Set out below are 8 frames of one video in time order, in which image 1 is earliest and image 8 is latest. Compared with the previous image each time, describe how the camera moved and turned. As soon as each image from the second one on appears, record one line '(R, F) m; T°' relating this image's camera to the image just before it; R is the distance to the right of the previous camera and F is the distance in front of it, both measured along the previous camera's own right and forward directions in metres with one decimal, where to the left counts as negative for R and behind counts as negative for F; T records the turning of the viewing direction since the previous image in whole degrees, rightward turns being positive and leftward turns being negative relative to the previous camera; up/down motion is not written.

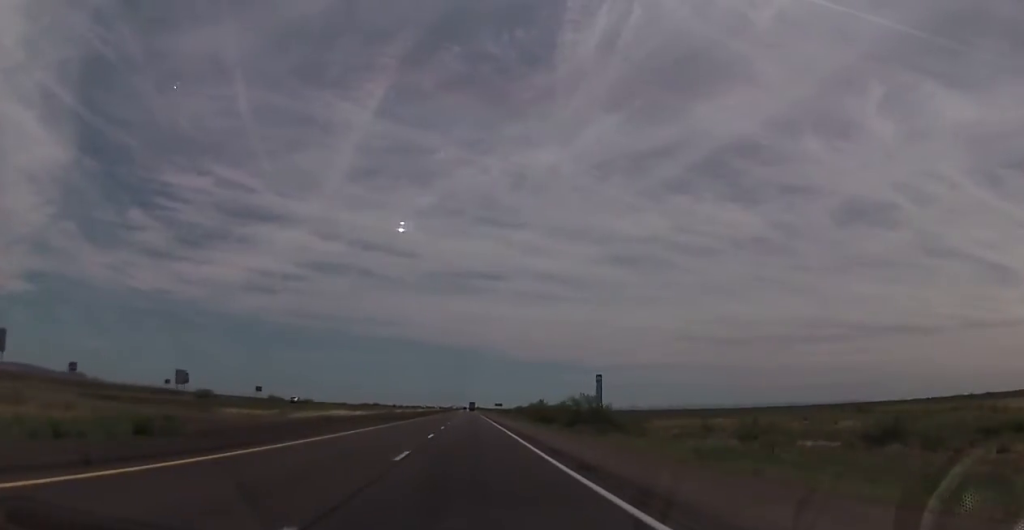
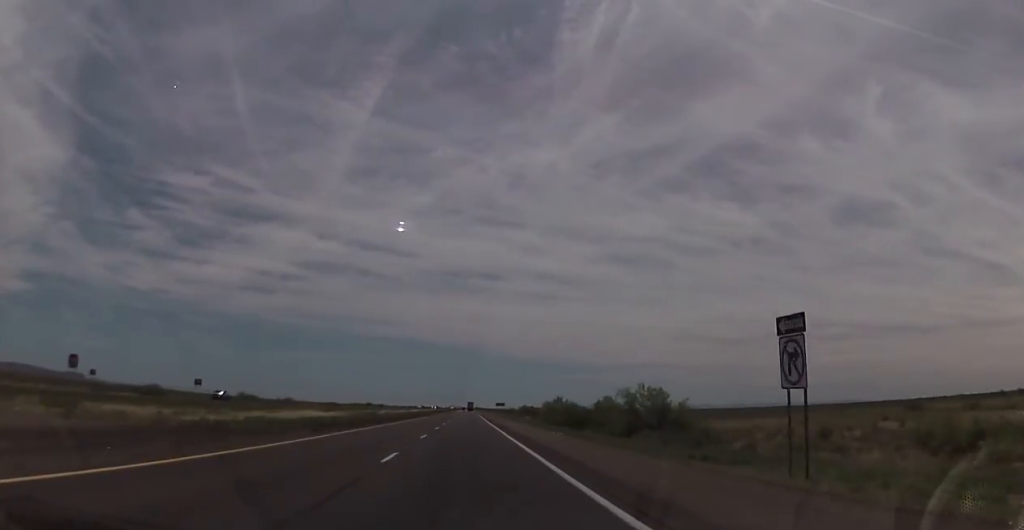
(0.0, +25.0) m; +1°
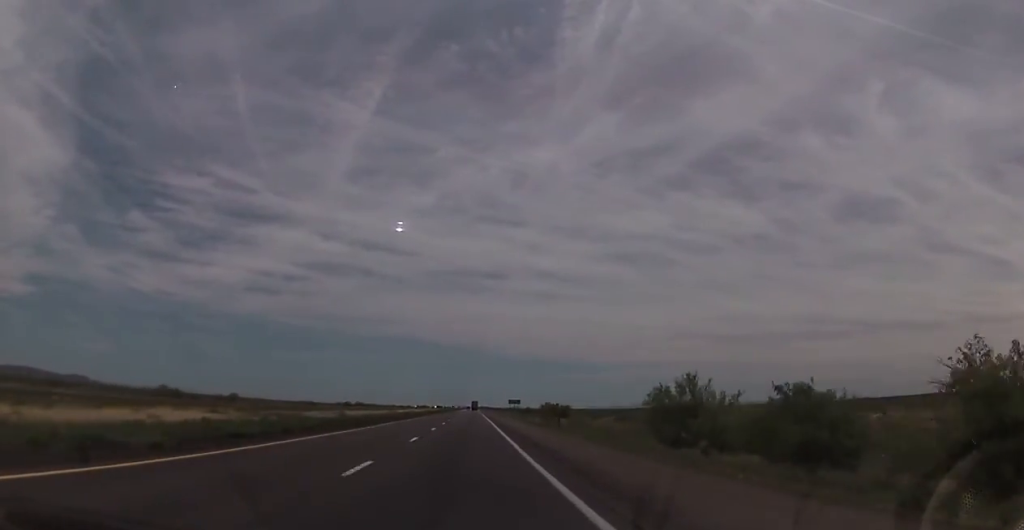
(+0.4, +51.3) m; 0°
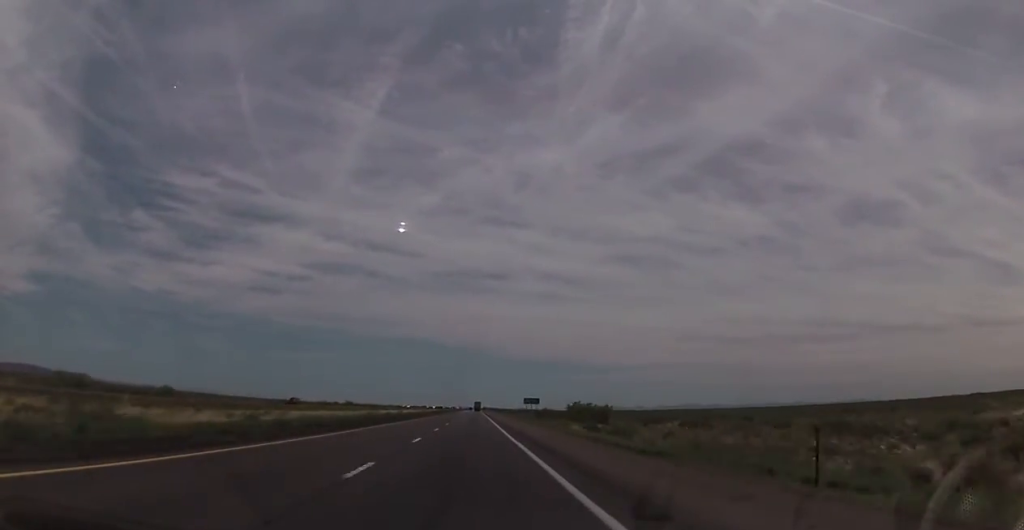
(-0.3, +37.1) m; -1°
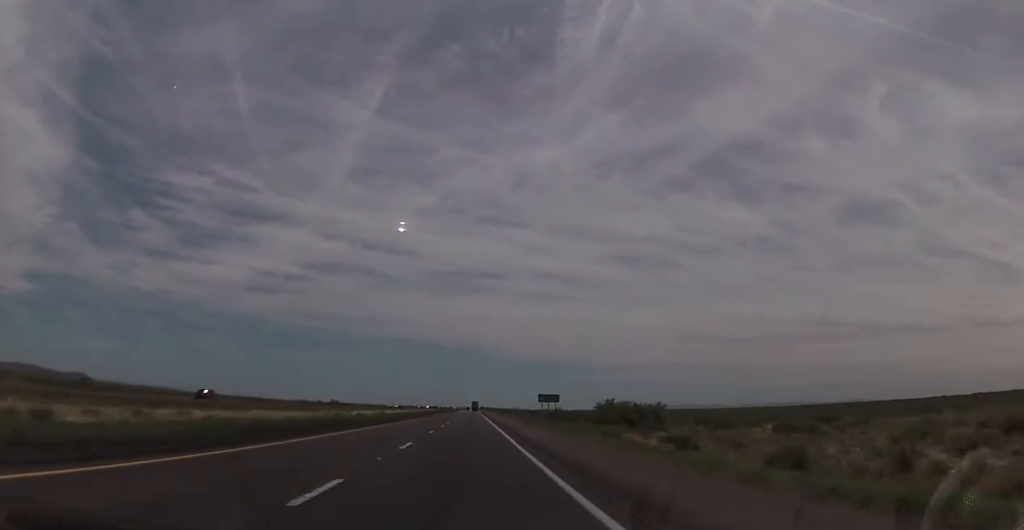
(0.0, +27.7) m; 0°
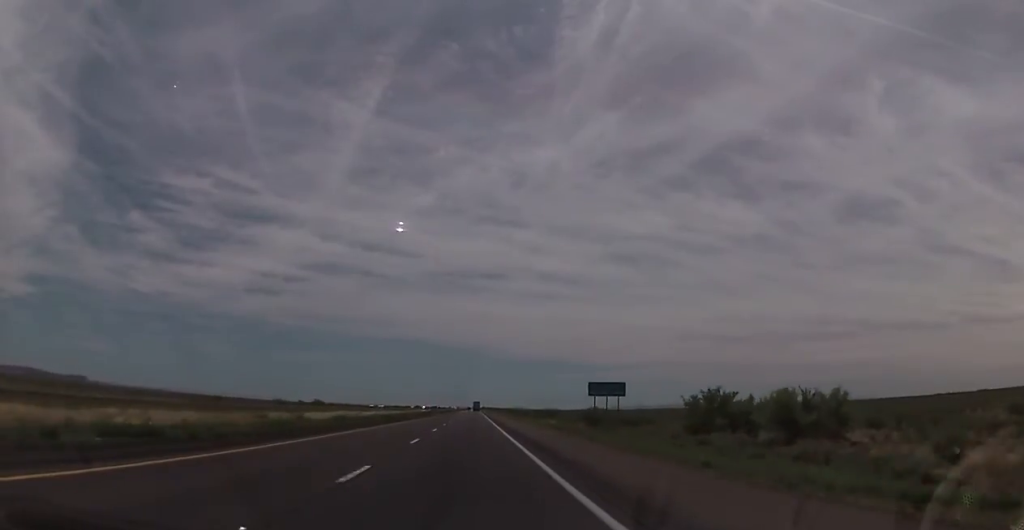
(0.0, +33.8) m; 0°
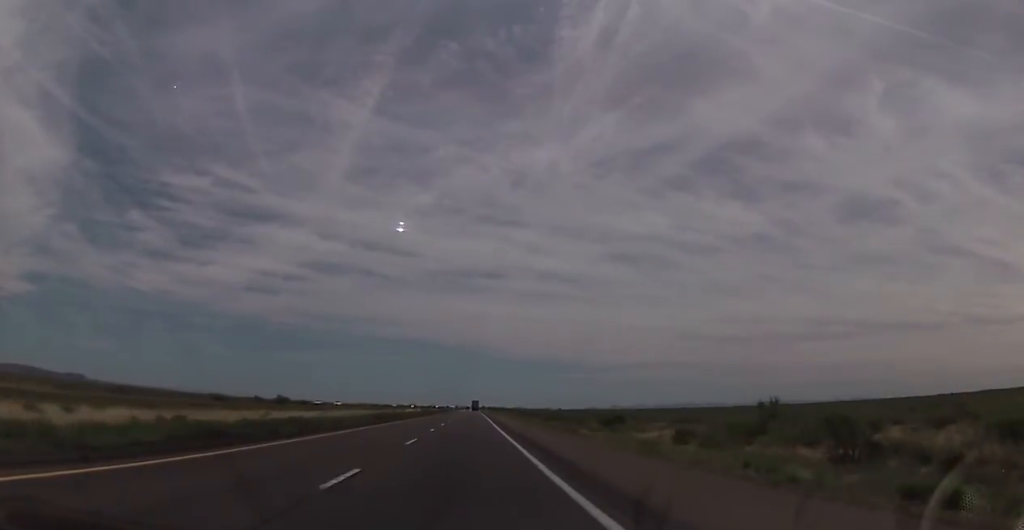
(+0.1, +49.3) m; 0°
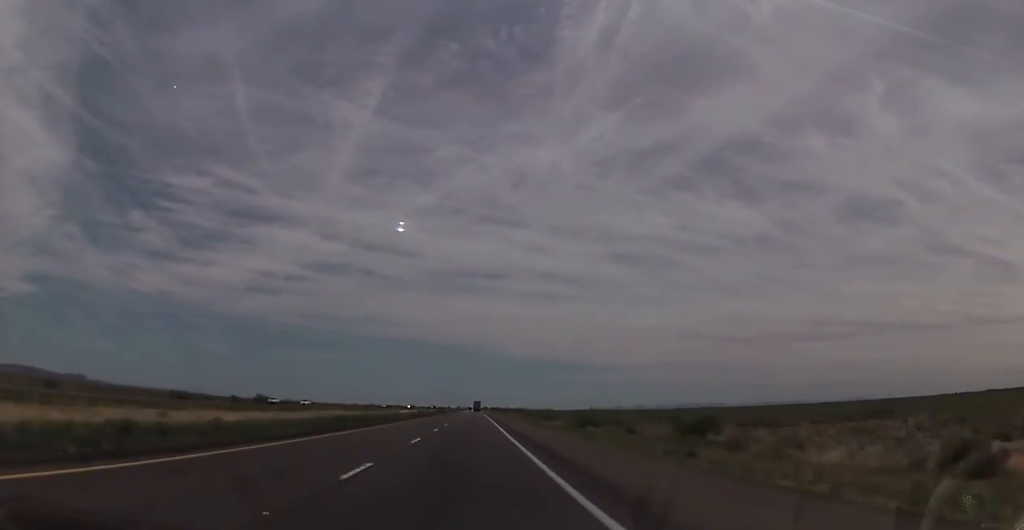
(-0.1, +22.9) m; 0°
